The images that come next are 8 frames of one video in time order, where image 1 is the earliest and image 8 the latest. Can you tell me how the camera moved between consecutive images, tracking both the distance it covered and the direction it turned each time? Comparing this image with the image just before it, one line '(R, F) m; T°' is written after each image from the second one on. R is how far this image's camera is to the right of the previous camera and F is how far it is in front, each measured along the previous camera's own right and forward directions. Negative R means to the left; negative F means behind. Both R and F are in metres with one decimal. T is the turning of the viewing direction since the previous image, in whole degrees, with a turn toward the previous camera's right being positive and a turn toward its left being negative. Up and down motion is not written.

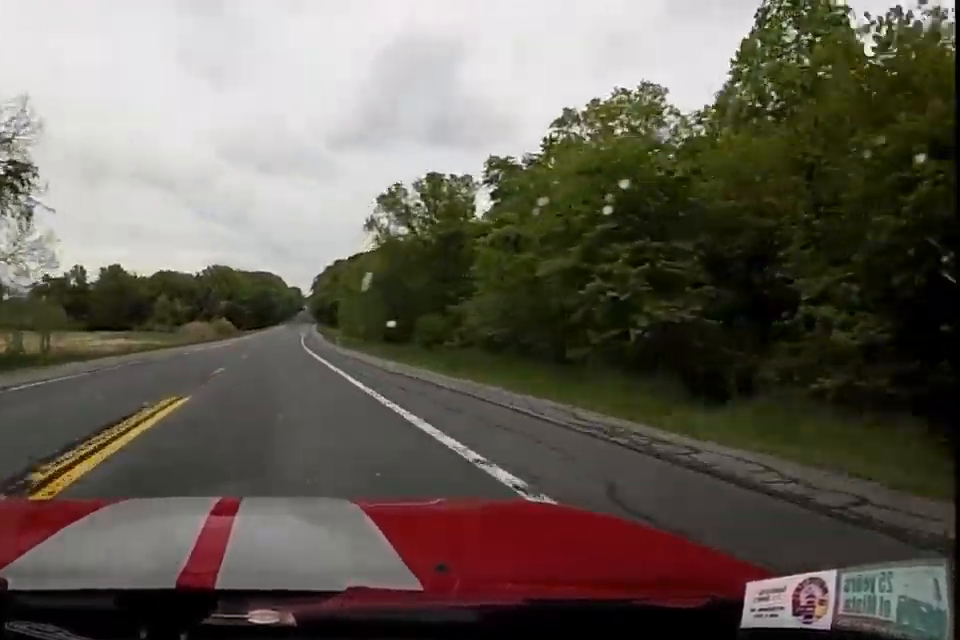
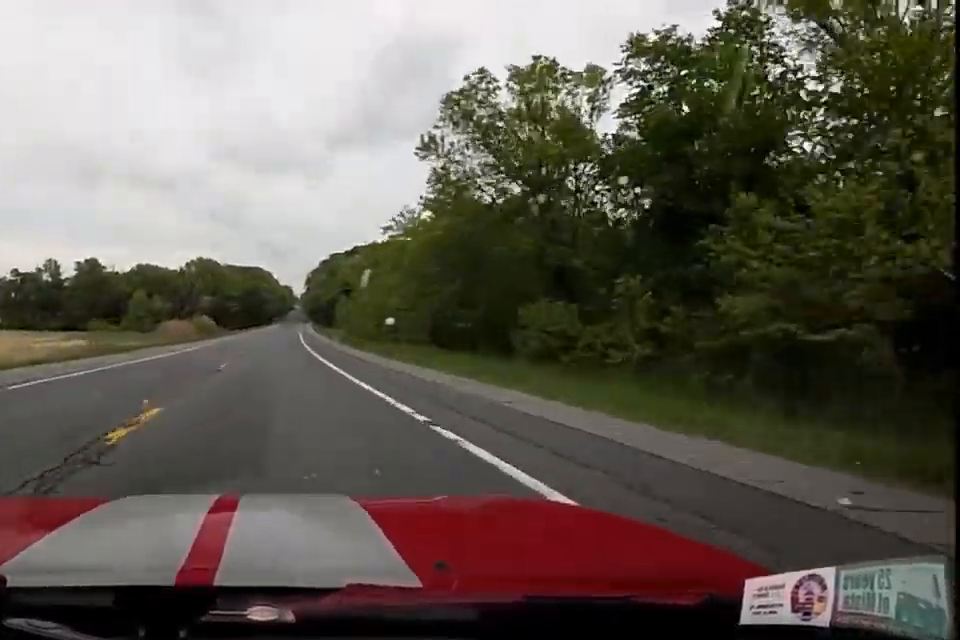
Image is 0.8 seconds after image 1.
(-0.3, +23.0) m; 0°
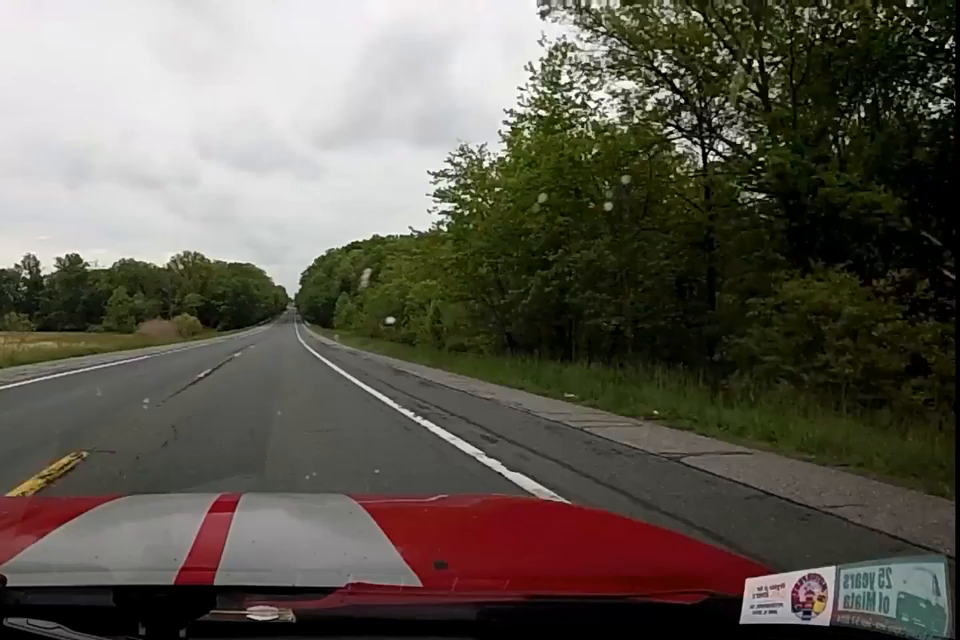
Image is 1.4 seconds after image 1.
(0.0, +15.7) m; 0°
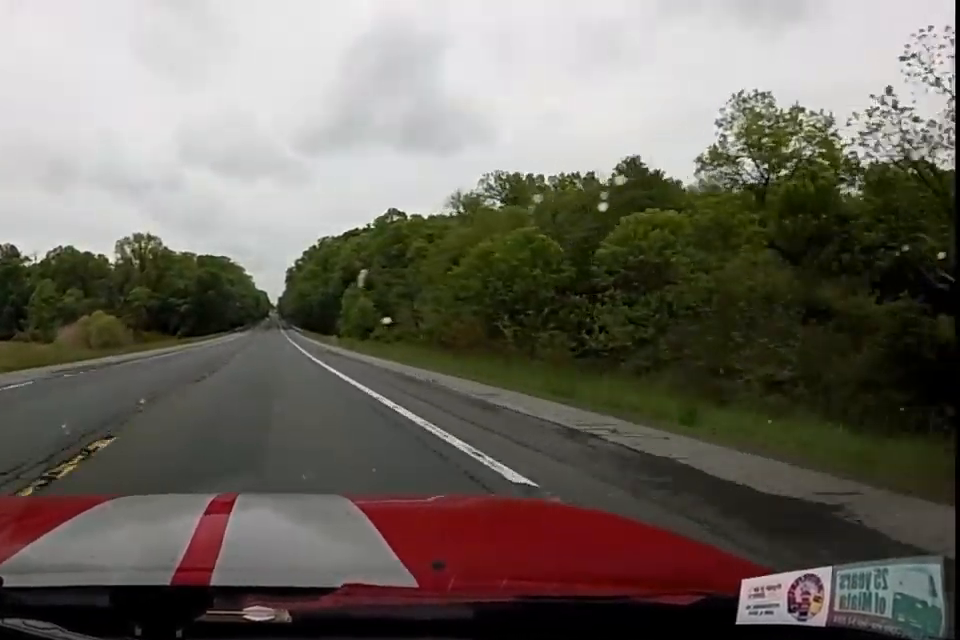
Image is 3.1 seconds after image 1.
(+0.7, +46.9) m; 0°
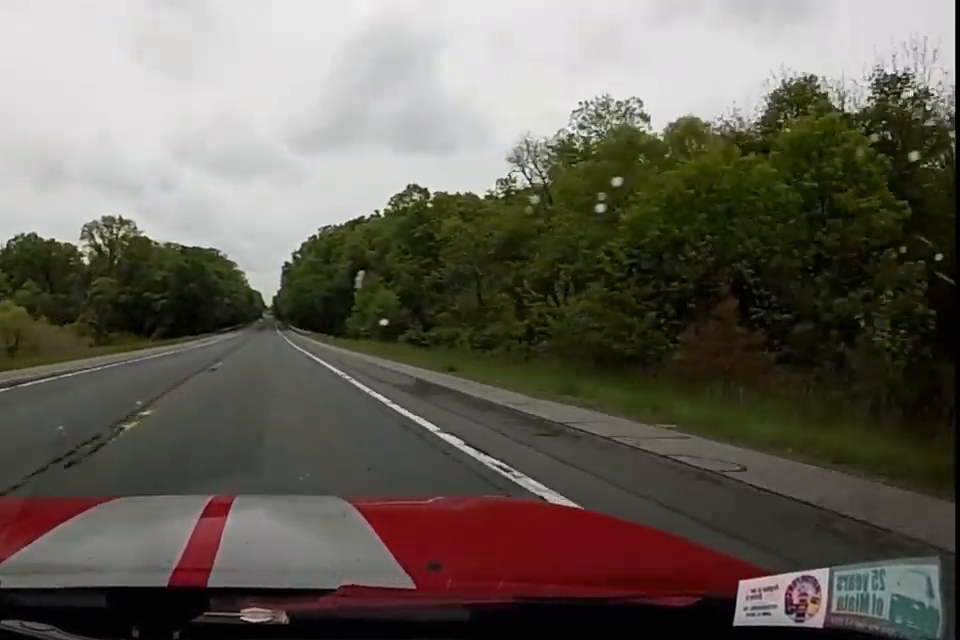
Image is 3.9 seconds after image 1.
(-0.5, +22.1) m; +2°
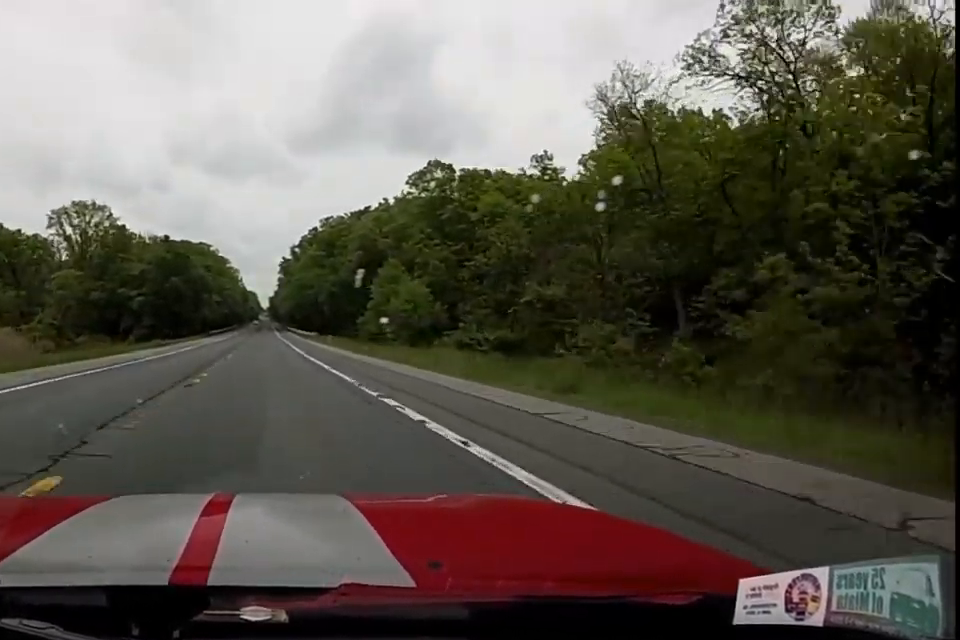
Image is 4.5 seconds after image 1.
(+0.6, +16.5) m; +1°
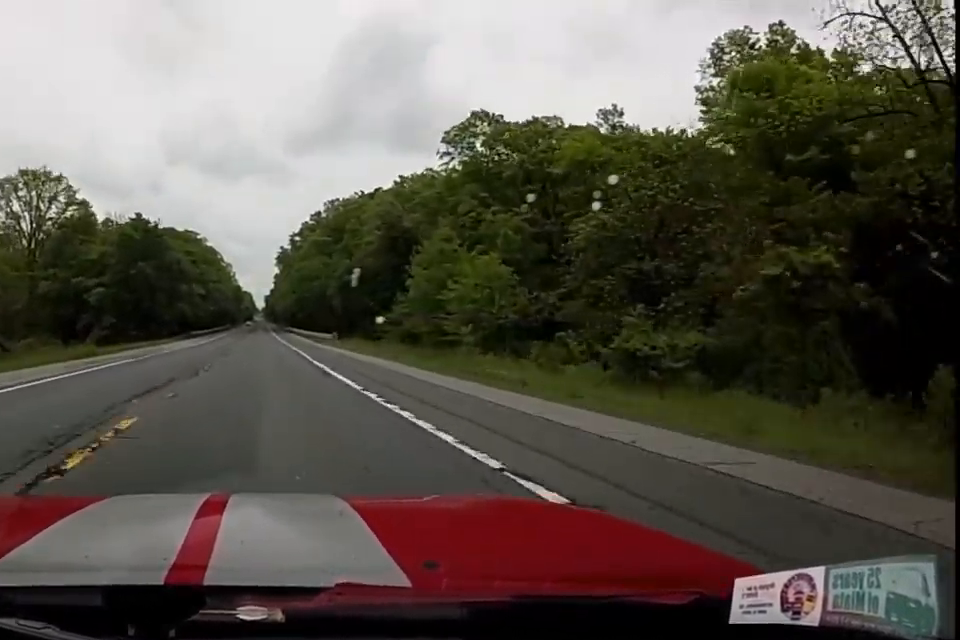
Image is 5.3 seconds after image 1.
(+0.8, +21.1) m; +1°
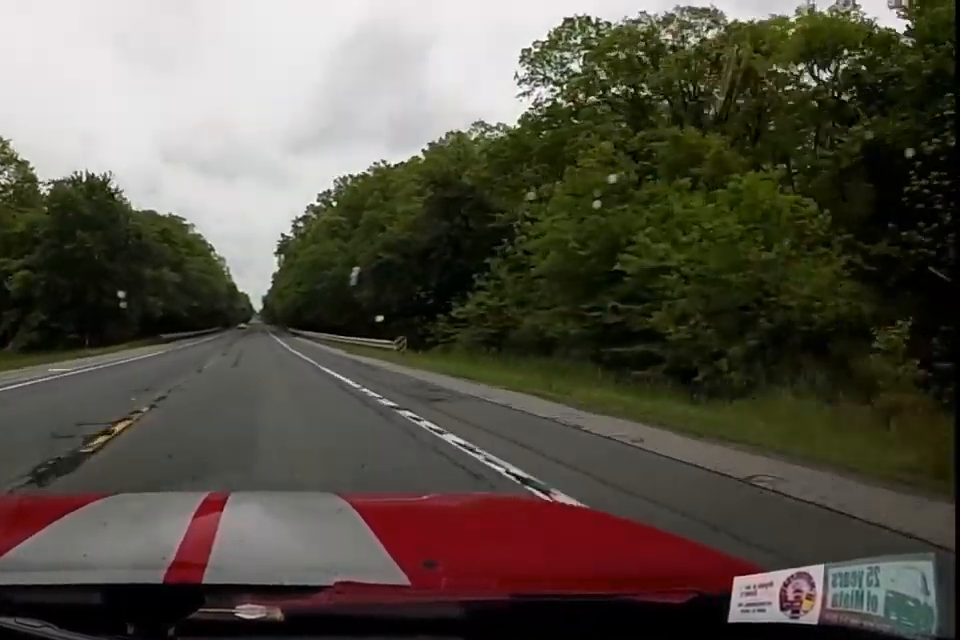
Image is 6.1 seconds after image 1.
(-0.9, +23.0) m; -1°
